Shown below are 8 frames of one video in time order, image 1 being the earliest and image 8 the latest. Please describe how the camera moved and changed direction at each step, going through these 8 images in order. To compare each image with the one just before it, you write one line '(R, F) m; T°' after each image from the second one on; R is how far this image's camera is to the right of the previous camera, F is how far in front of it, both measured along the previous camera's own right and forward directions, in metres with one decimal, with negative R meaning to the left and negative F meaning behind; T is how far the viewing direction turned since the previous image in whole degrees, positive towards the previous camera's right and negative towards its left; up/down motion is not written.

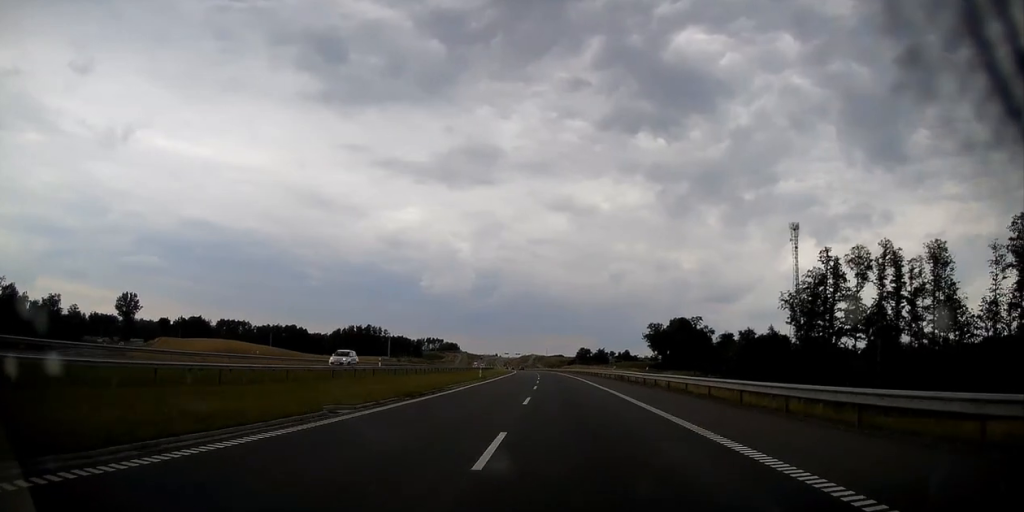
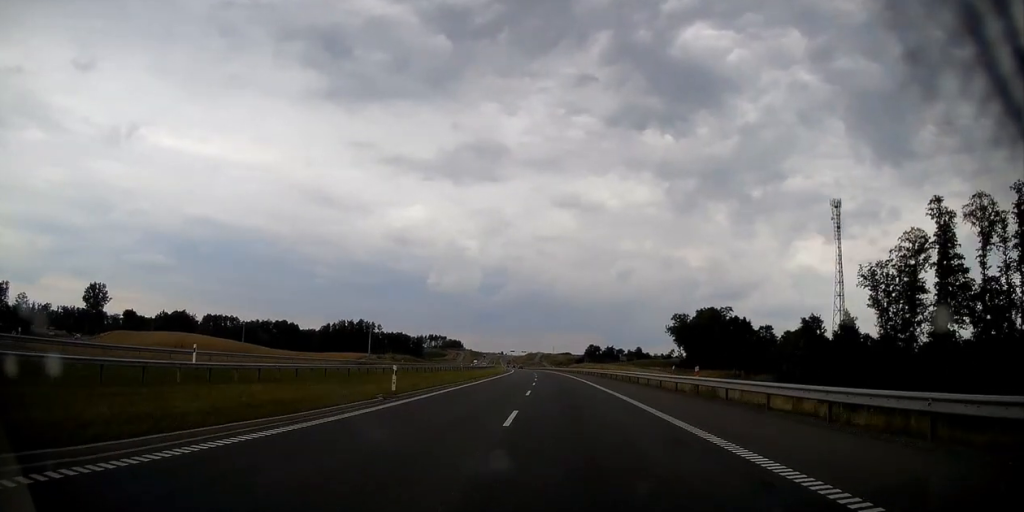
(-0.3, +30.6) m; -1°
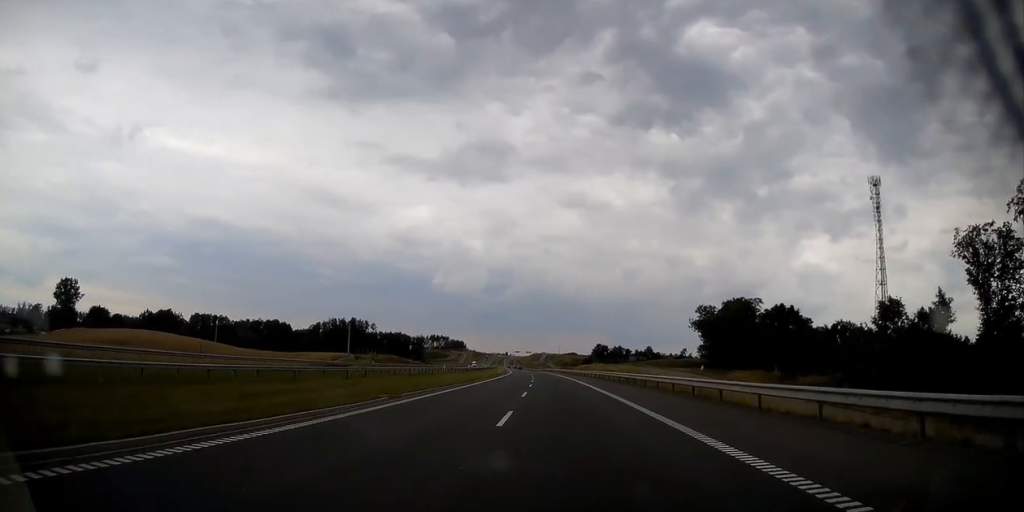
(-0.1, +23.9) m; 0°
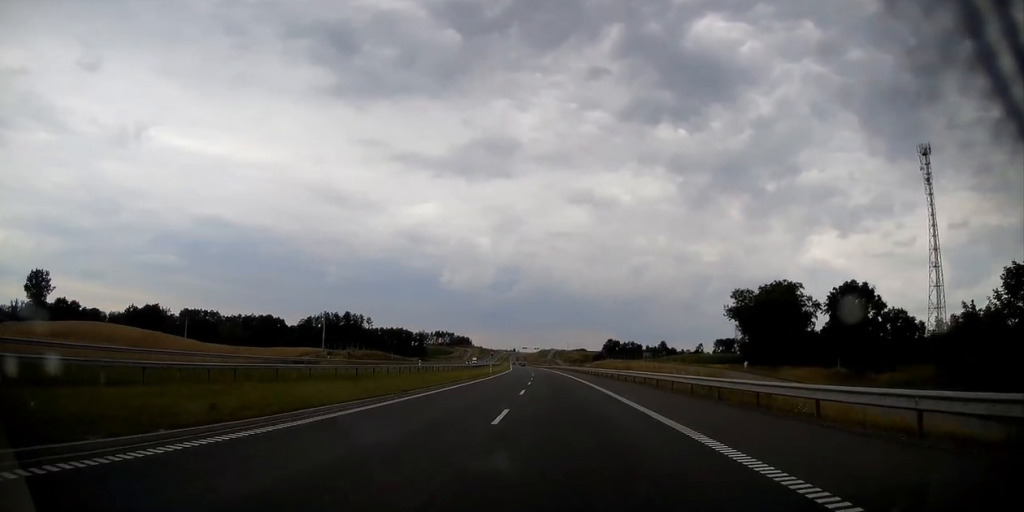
(-0.1, +23.9) m; 0°
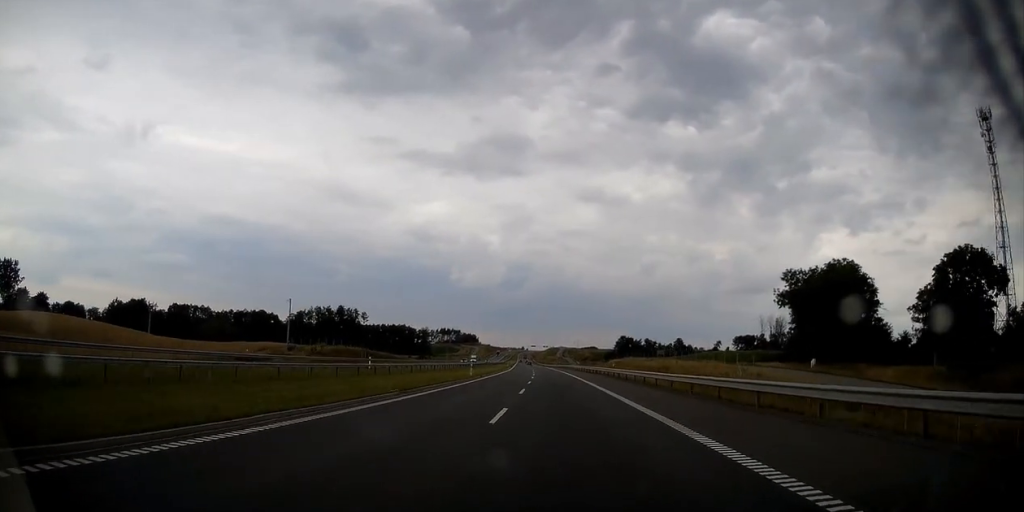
(-0.1, +24.0) m; -1°
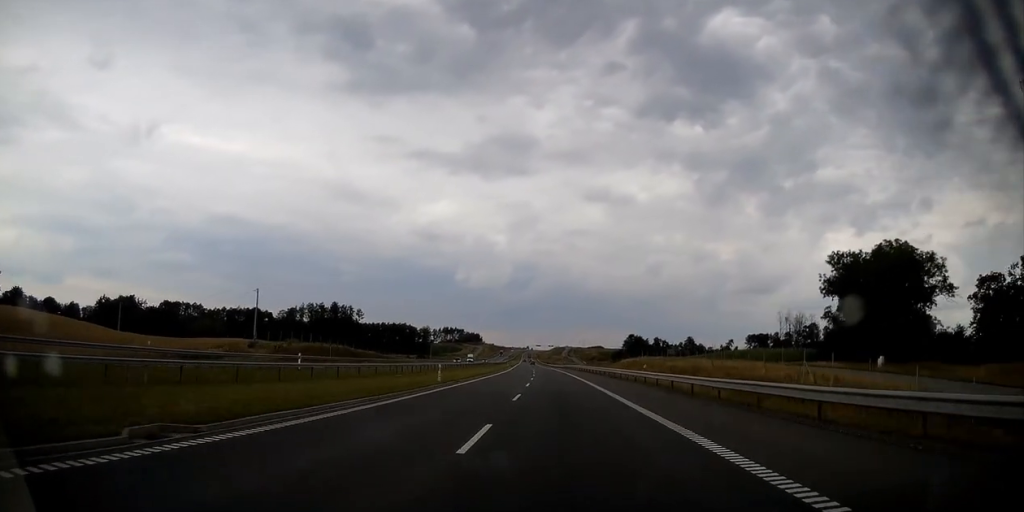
(-0.1, +16.1) m; 0°
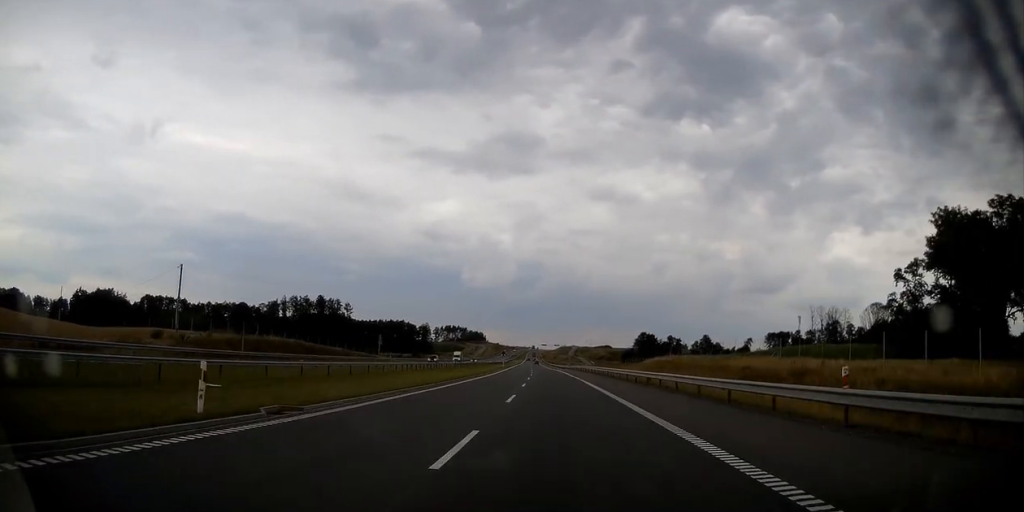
(-0.1, +25.3) m; -1°
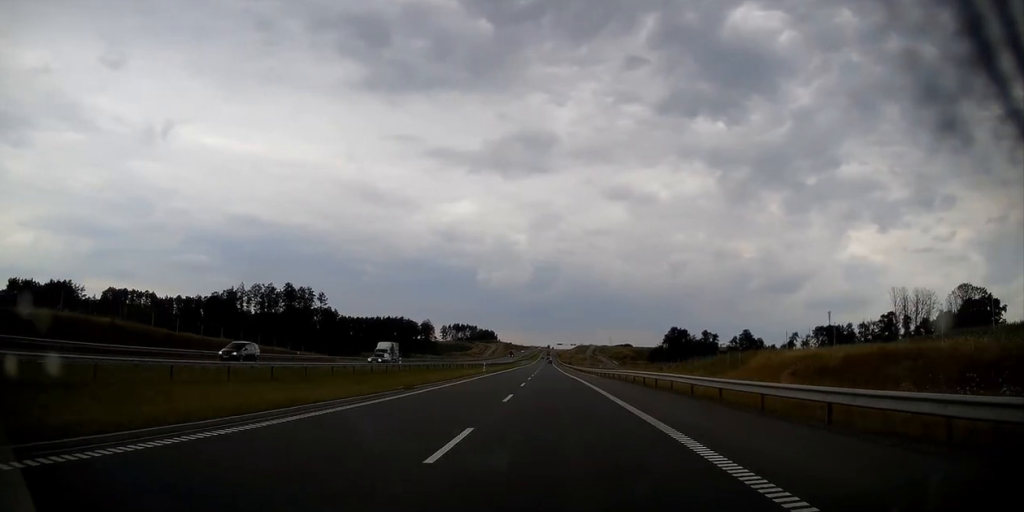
(-0.8, +47.4) m; -1°
